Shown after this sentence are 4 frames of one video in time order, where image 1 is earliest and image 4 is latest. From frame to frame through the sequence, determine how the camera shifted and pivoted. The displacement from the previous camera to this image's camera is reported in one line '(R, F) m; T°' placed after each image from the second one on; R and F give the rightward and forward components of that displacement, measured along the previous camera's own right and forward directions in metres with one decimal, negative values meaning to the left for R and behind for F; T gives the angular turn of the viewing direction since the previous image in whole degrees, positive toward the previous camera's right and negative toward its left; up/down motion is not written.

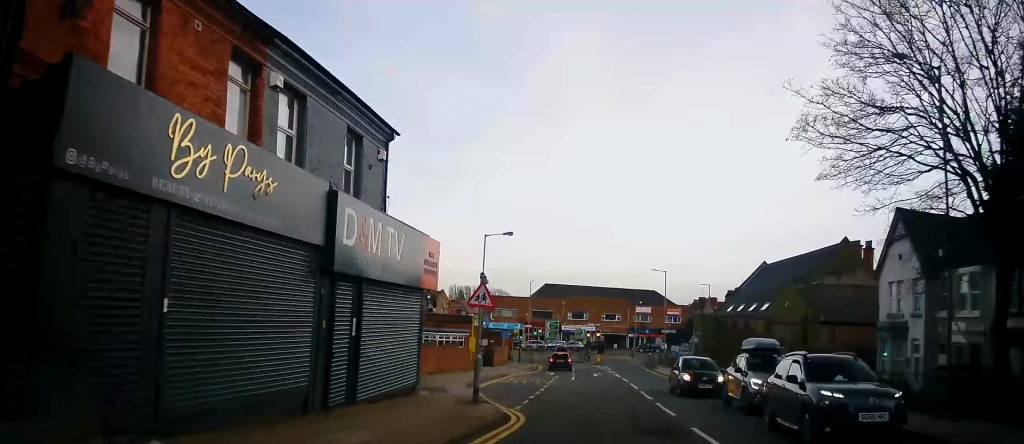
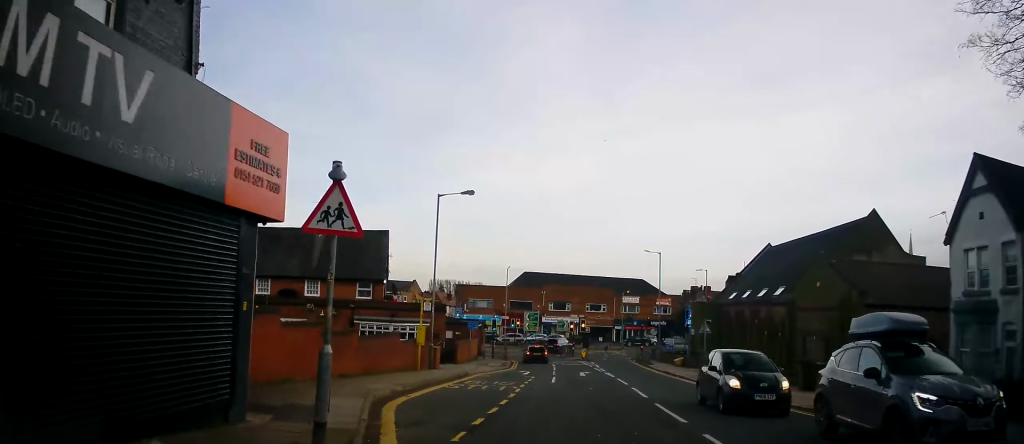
(+0.4, +7.9) m; +2°
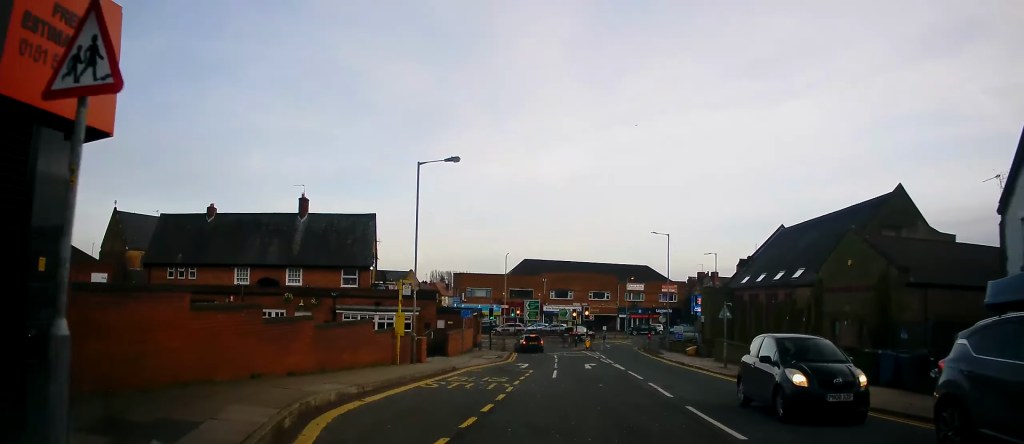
(0.0, +3.6) m; 0°
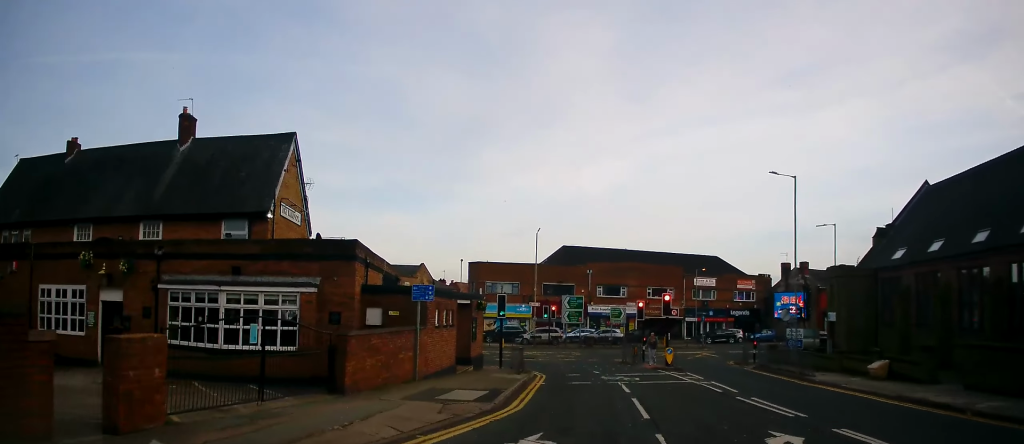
(-1.3, +20.9) m; -4°
